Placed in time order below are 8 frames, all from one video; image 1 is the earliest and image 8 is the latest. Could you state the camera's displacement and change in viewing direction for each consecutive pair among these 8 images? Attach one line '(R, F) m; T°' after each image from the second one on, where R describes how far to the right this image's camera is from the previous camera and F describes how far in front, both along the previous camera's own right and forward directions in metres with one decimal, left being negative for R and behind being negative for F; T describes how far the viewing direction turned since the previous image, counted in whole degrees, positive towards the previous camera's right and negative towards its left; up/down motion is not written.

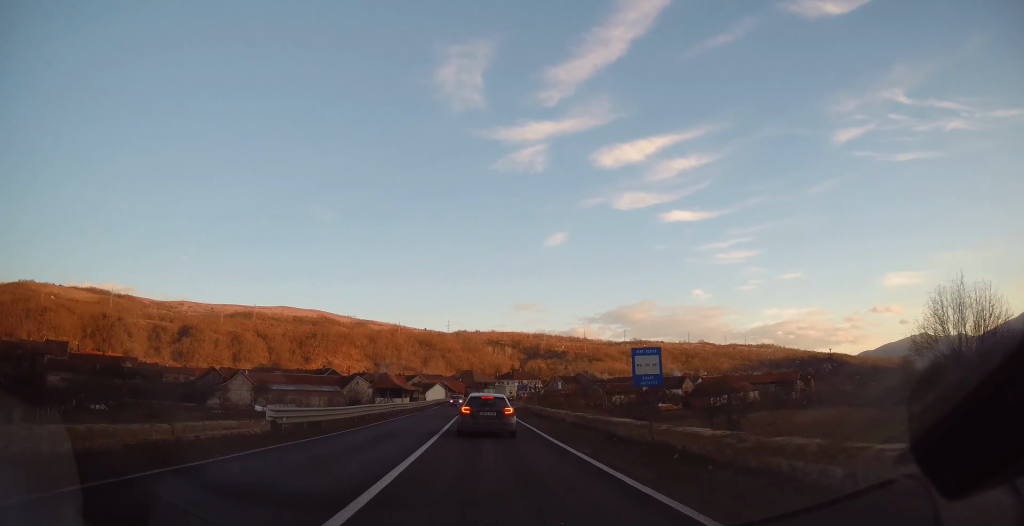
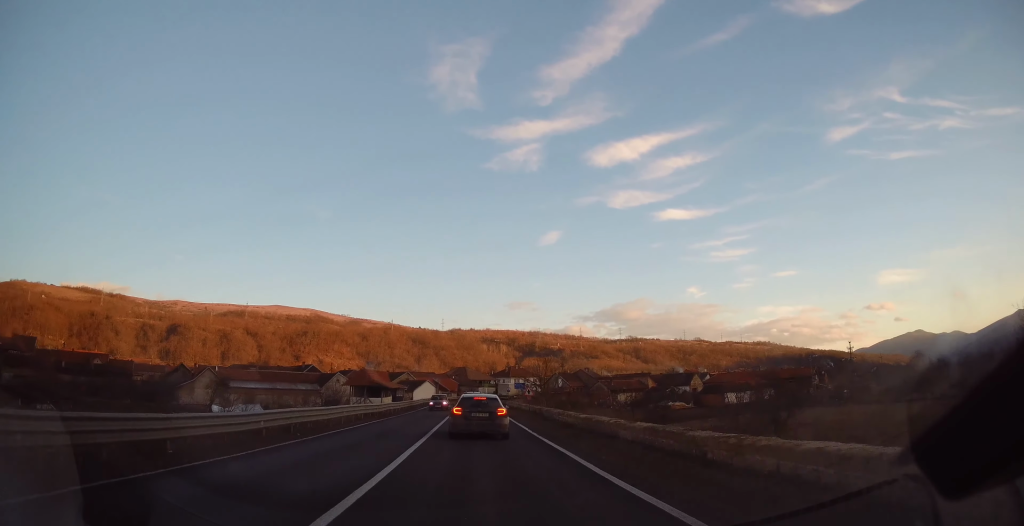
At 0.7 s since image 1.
(+0.1, +10.5) m; 0°
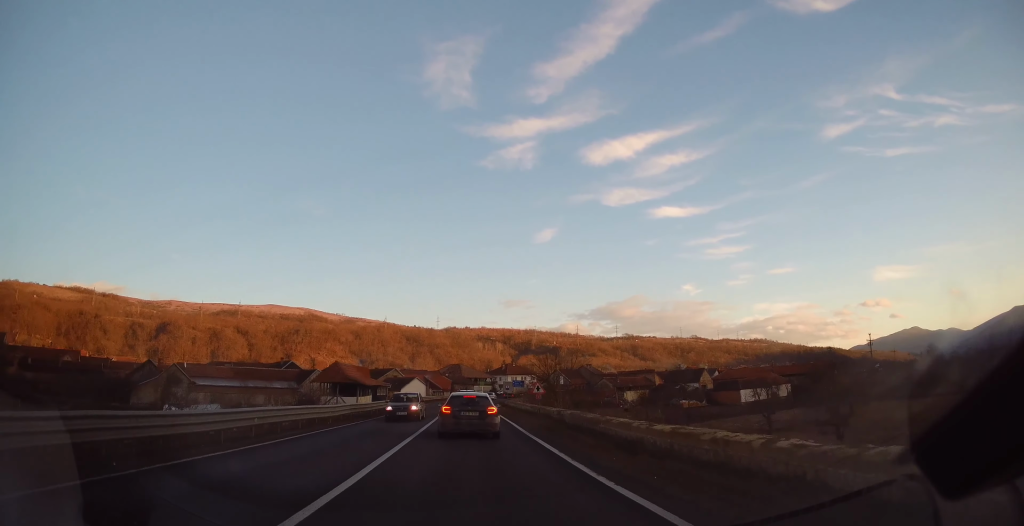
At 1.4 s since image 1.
(-0.1, +9.5) m; -1°
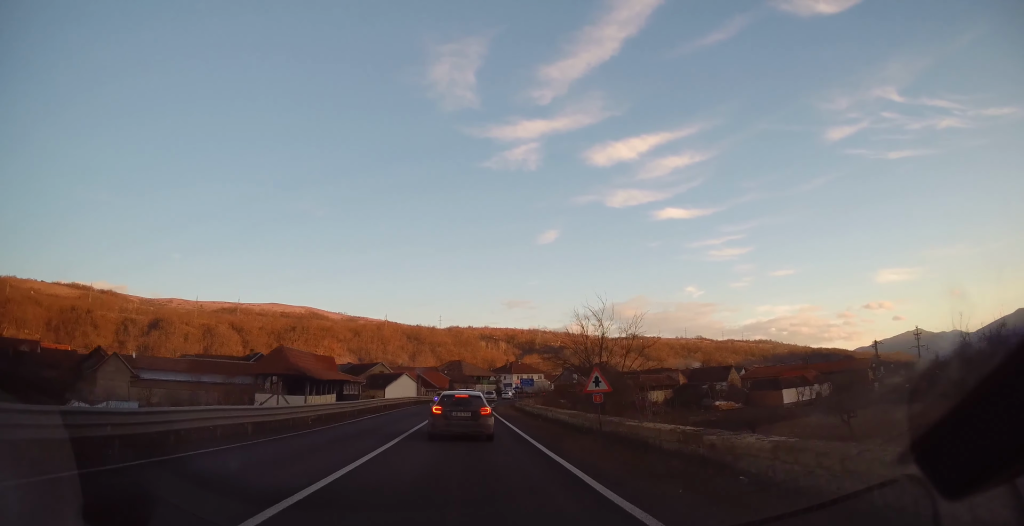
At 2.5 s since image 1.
(-0.1, +14.6) m; 0°
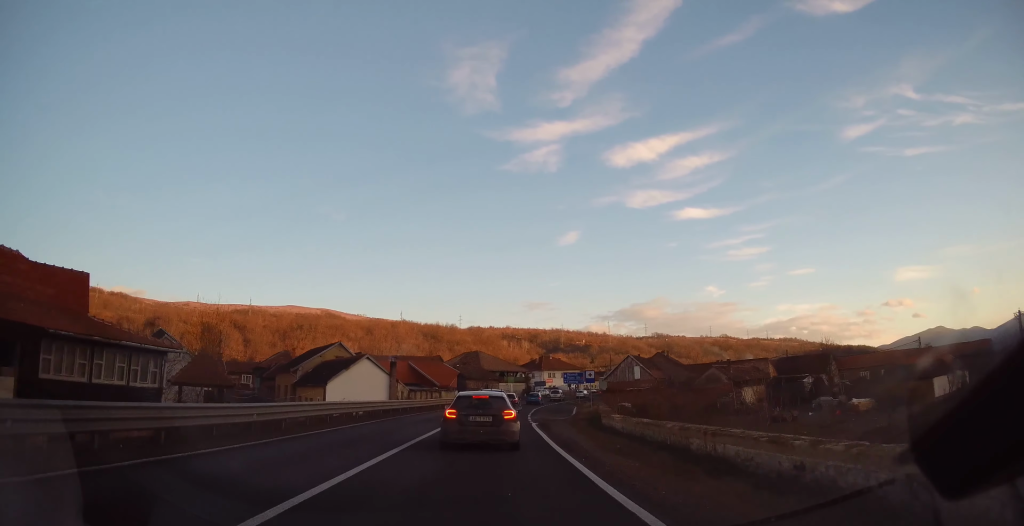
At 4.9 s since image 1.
(-0.9, +30.8) m; -2°
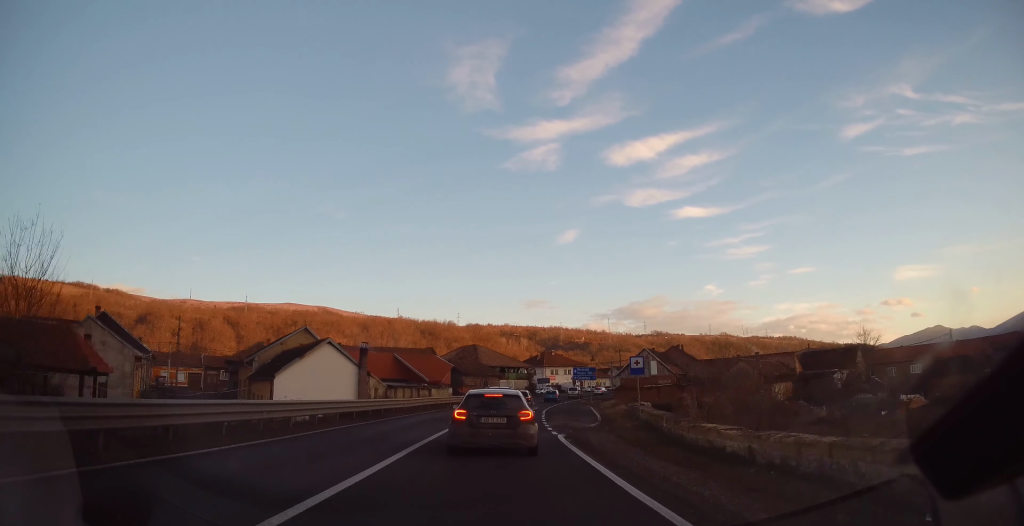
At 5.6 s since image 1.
(0.0, +8.1) m; +2°
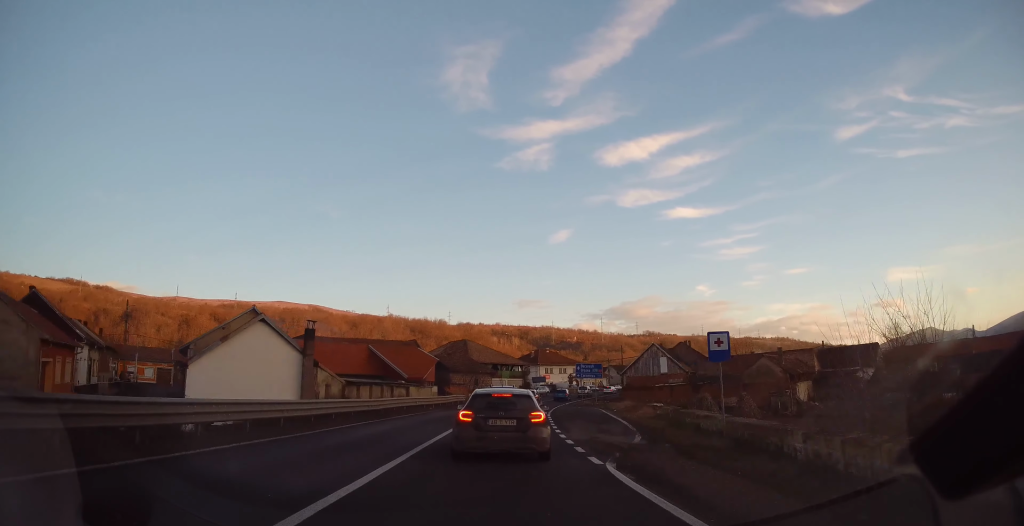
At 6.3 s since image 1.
(+0.4, +7.3) m; +2°
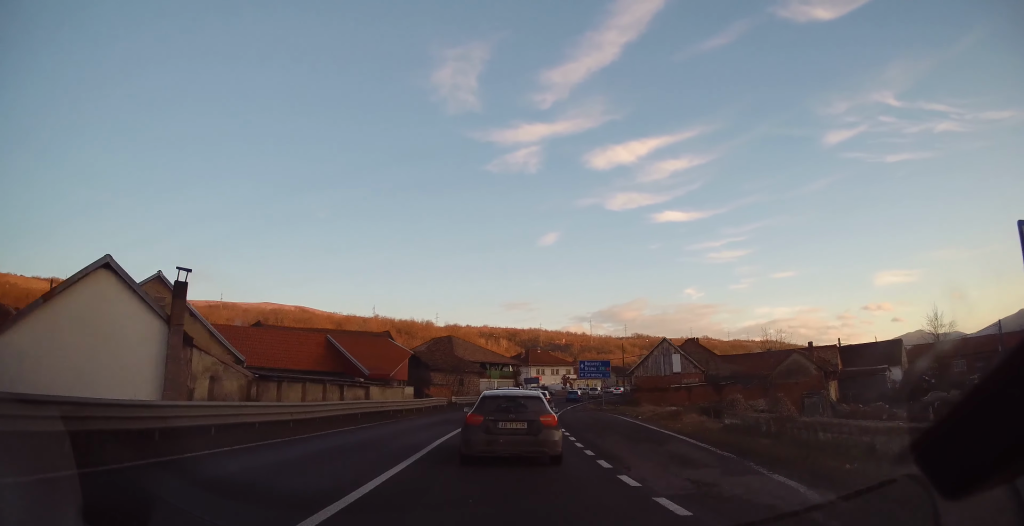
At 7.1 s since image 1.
(0.0, +8.4) m; -1°
